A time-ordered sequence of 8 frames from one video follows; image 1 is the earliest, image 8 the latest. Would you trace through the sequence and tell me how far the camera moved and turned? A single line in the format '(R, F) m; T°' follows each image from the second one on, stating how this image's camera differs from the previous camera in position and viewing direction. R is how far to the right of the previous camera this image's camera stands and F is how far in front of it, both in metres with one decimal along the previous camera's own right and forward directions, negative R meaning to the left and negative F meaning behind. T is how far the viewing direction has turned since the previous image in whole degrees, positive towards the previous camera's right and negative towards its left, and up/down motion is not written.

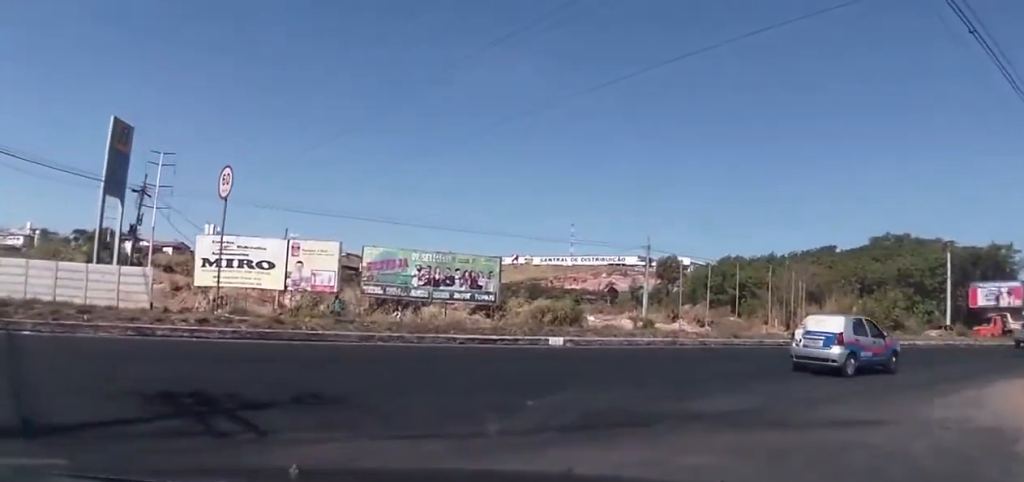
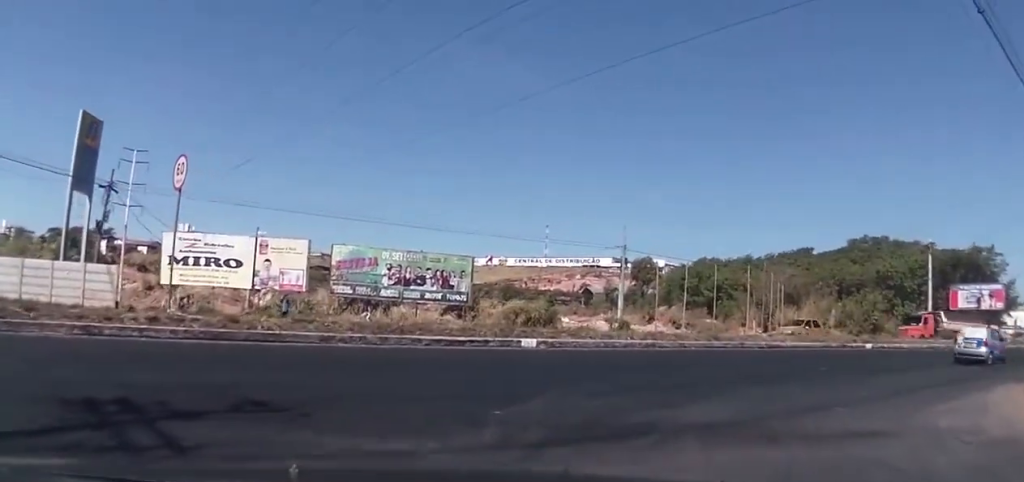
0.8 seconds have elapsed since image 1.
(-0.4, +1.3) m; +2°
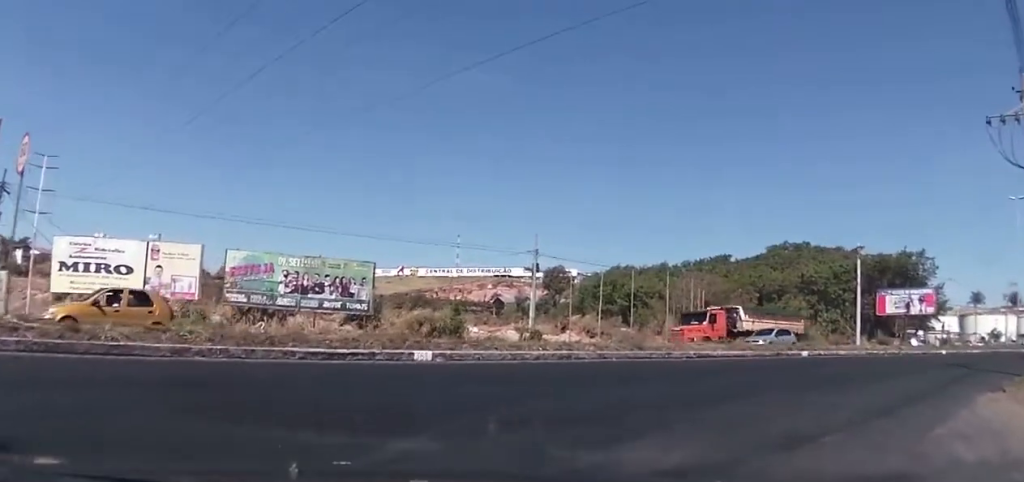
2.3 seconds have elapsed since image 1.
(+0.8, +2.3) m; +21°
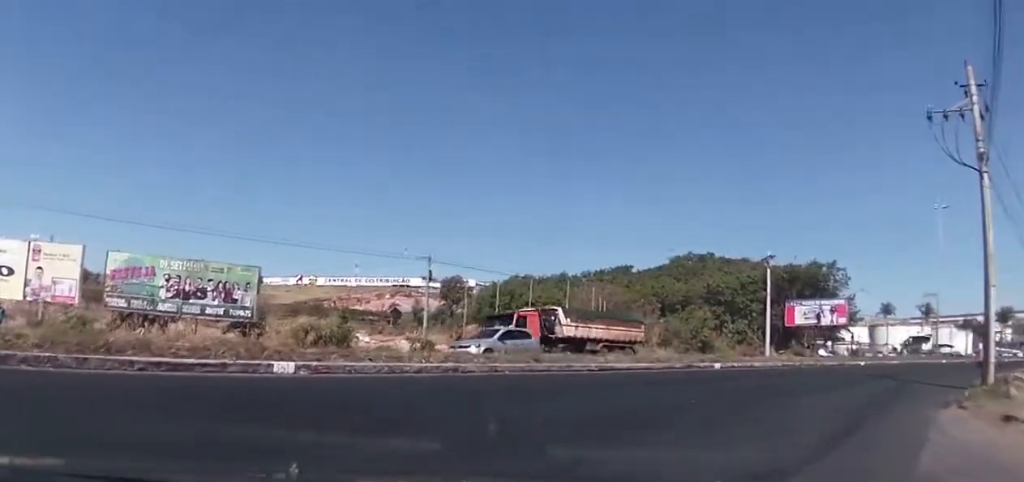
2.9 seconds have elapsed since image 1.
(0.0, +1.7) m; +4°
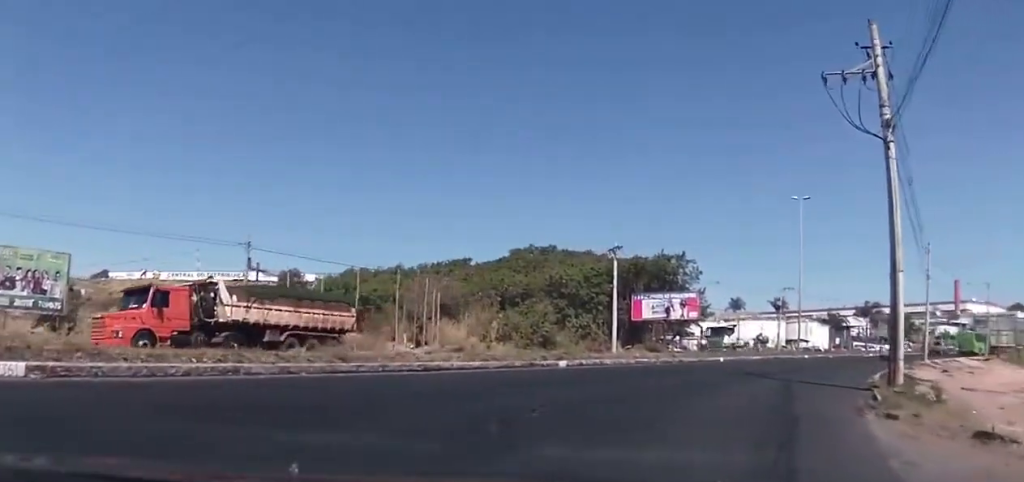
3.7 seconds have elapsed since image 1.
(+0.1, +3.1) m; +12°
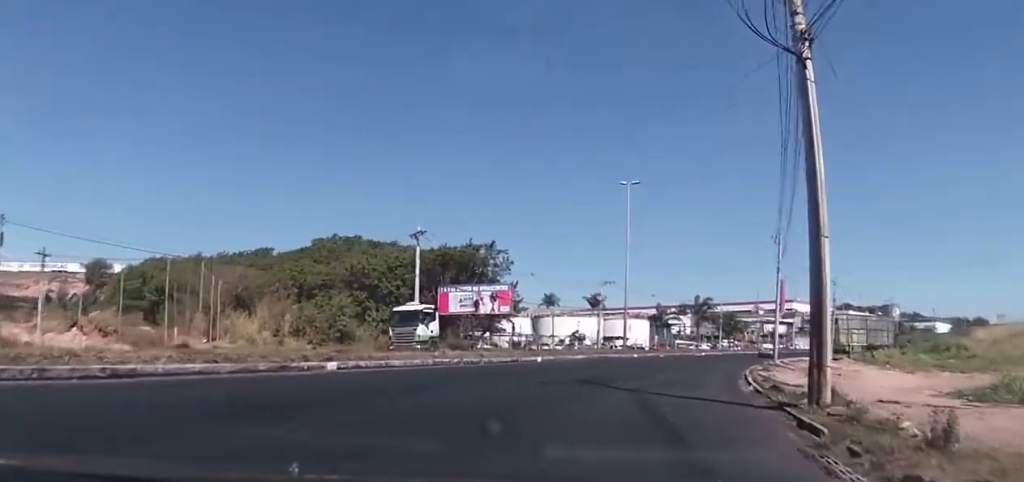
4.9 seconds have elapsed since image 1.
(+1.0, +7.4) m; +12°
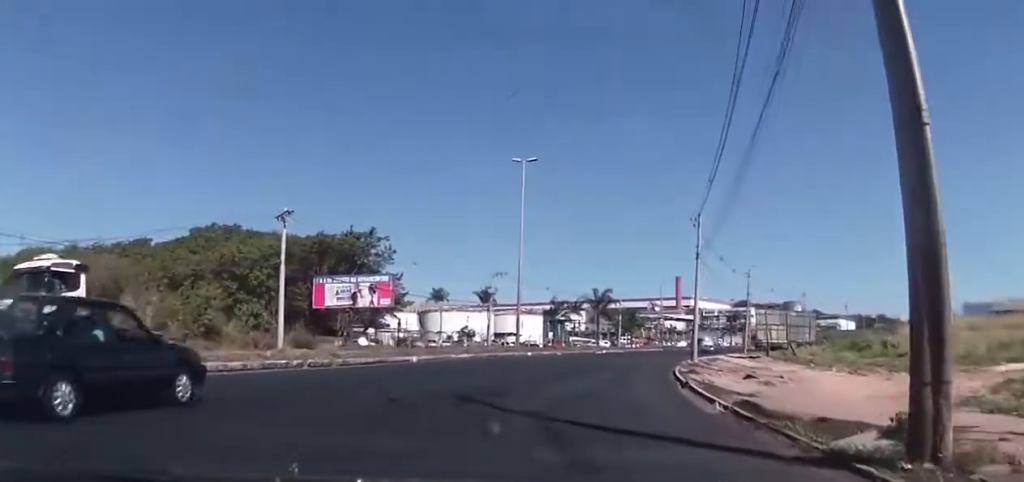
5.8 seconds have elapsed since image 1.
(+0.5, +7.1) m; +8°
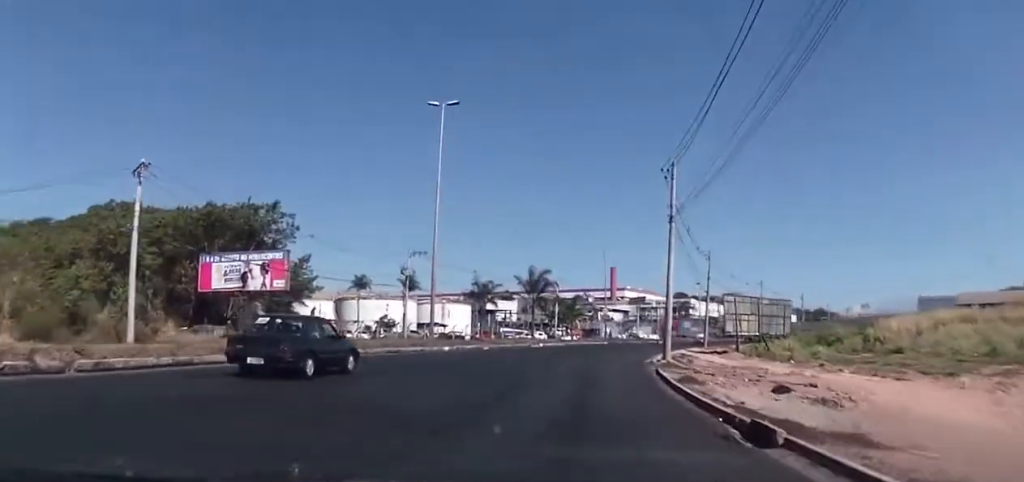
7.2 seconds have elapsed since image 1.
(+0.8, +11.9) m; +5°
